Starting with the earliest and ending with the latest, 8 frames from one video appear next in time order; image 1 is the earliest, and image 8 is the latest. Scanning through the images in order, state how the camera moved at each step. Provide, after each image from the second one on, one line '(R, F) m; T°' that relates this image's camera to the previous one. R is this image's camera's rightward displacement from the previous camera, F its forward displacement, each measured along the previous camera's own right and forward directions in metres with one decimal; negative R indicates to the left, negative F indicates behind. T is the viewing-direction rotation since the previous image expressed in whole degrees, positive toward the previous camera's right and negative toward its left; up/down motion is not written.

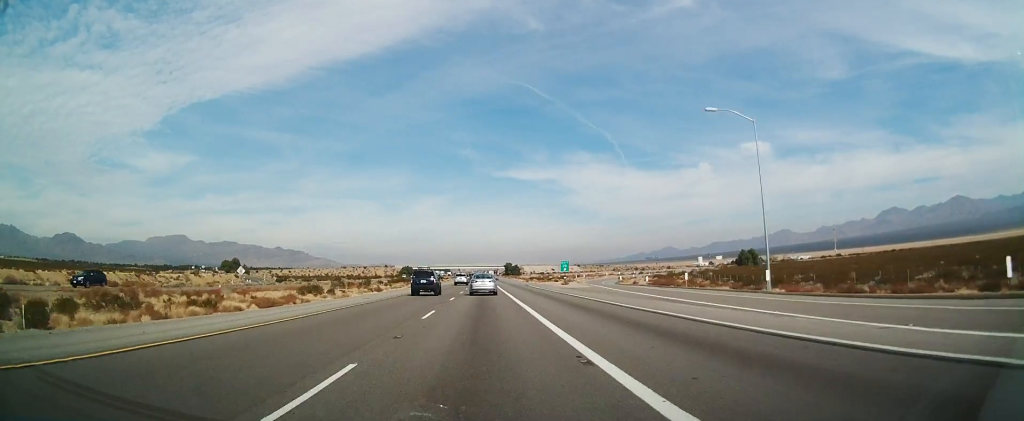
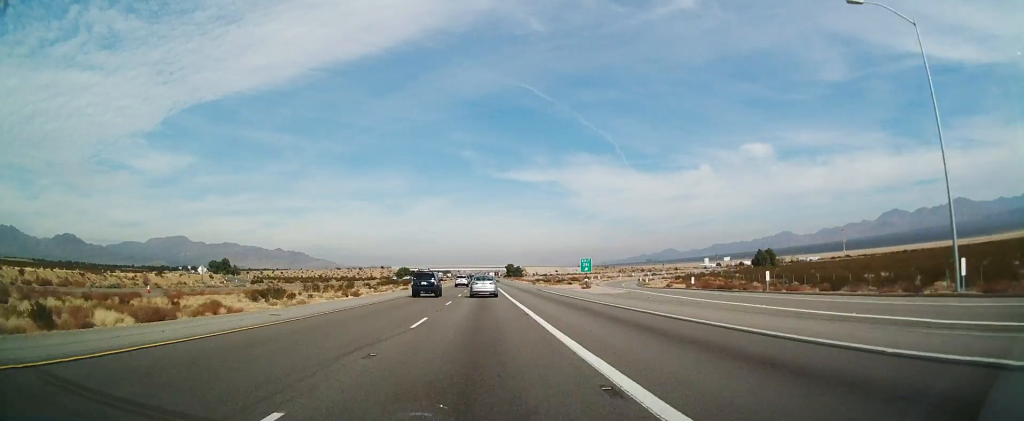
(0.0, +17.5) m; 0°
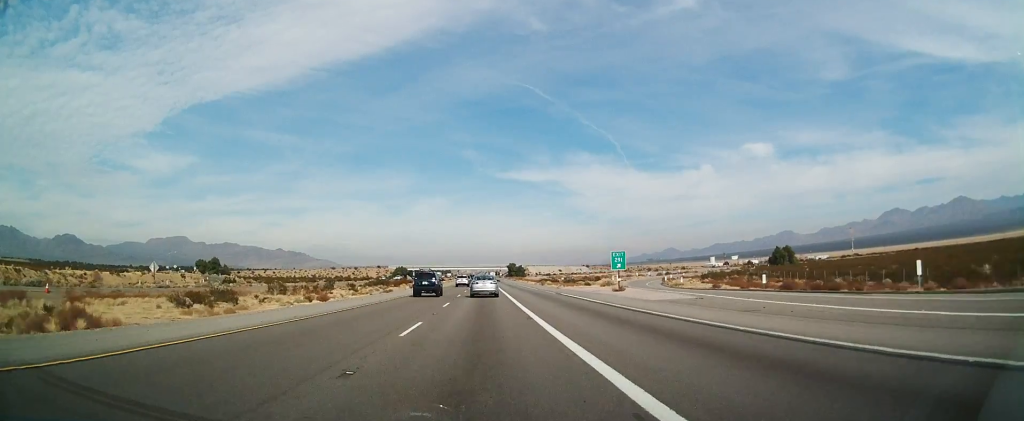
(0.0, +16.4) m; 0°
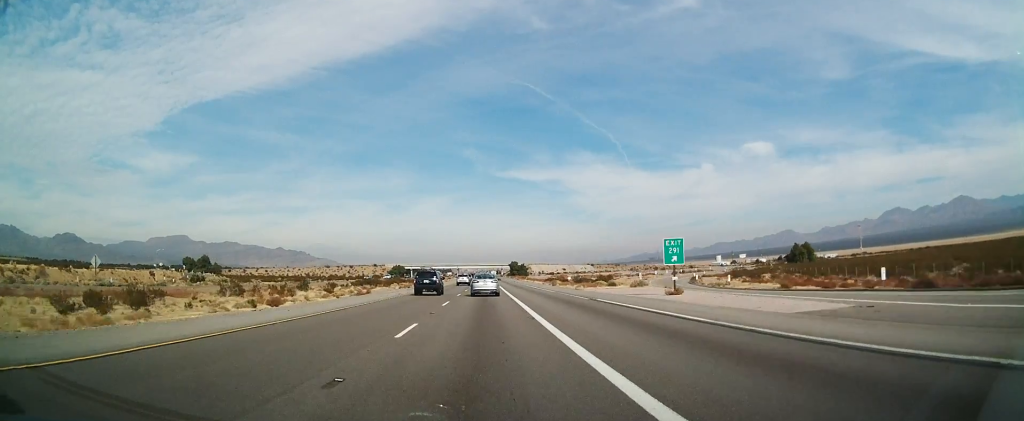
(0.0, +15.2) m; 0°
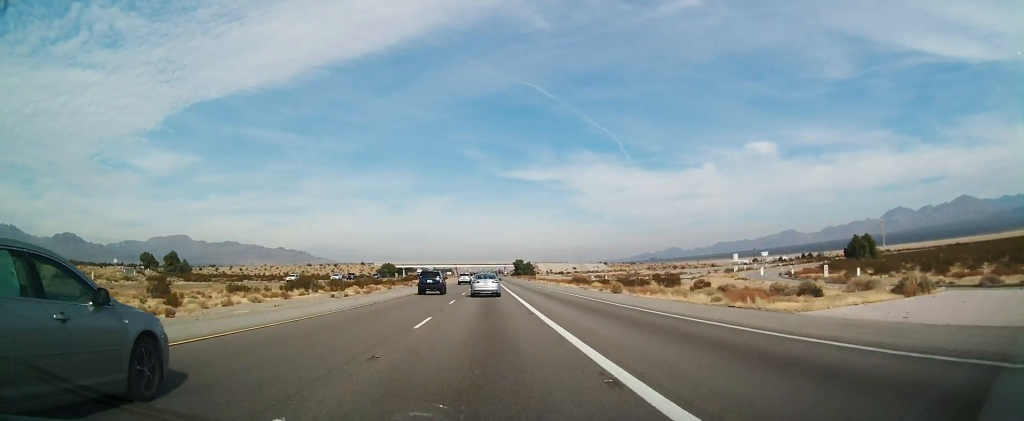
(-0.1, +41.0) m; -1°
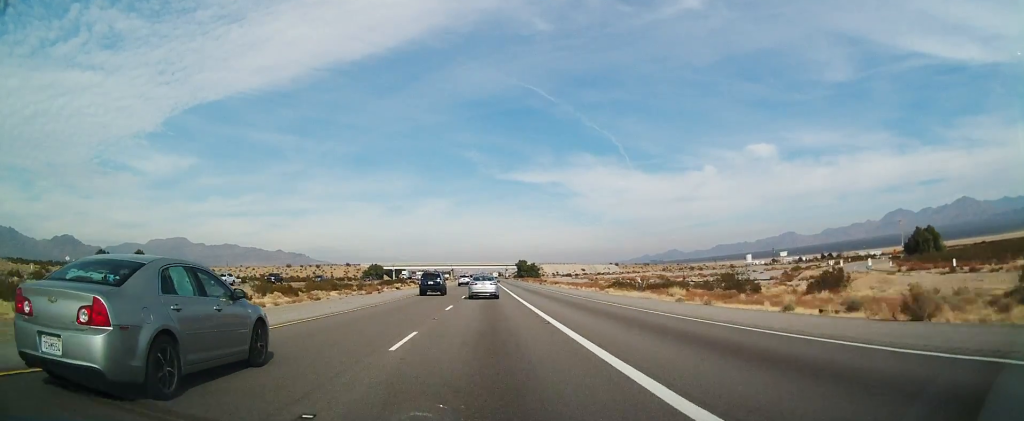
(-0.2, +33.8) m; 0°
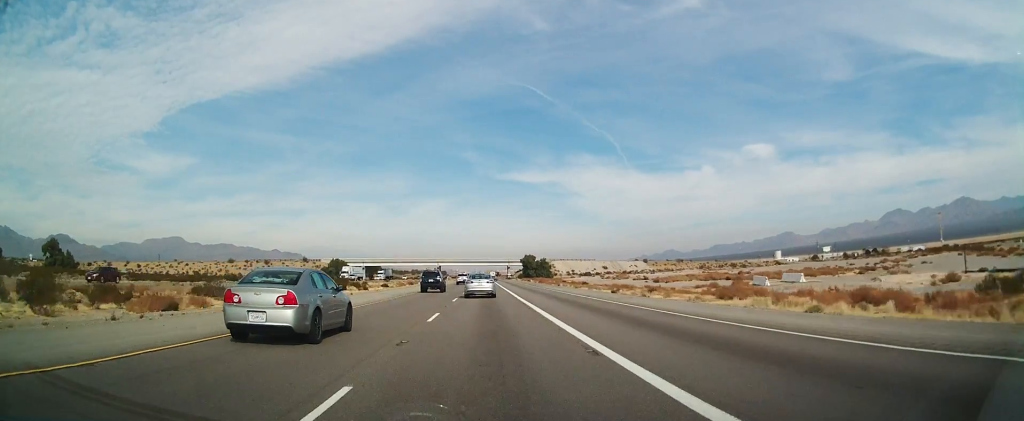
(0.0, +66.0) m; 0°
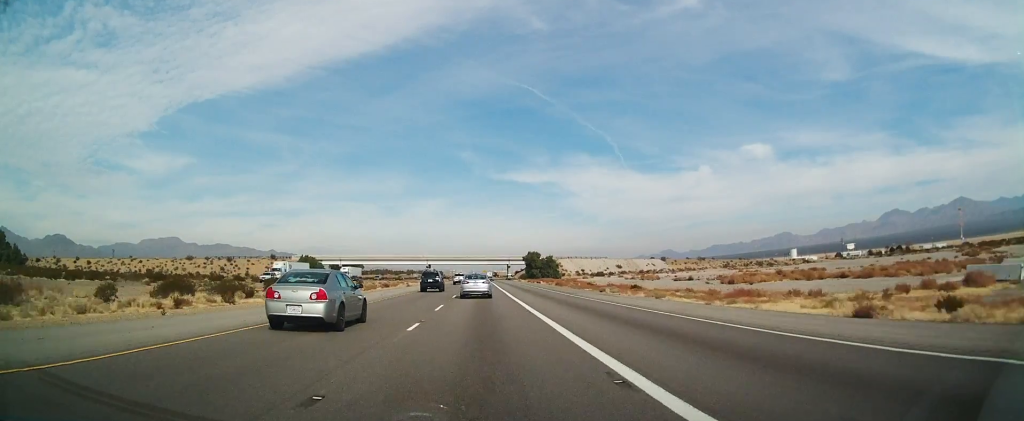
(+0.6, +32.3) m; 0°
